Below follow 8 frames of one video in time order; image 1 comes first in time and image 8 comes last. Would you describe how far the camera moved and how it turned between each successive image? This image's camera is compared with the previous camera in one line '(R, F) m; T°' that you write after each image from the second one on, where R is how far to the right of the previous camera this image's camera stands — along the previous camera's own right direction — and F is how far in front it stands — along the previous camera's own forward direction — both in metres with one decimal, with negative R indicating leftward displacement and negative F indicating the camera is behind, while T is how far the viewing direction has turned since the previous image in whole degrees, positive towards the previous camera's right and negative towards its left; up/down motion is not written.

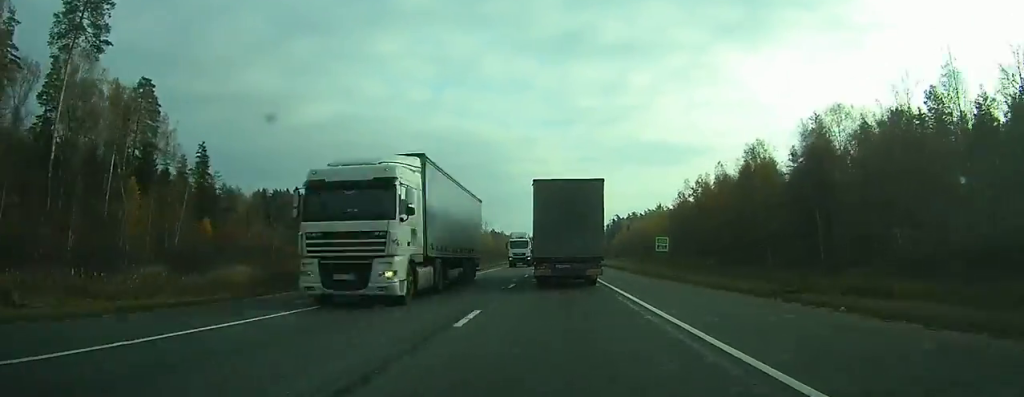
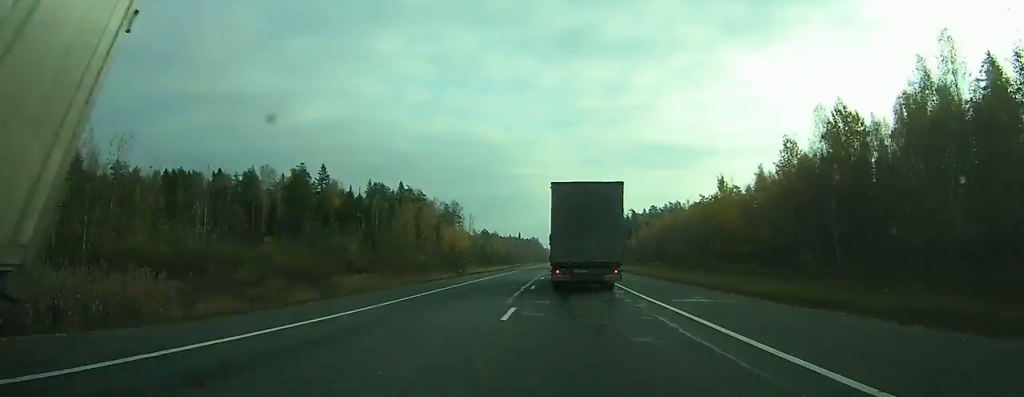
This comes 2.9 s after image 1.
(+0.5, +71.6) m; +1°
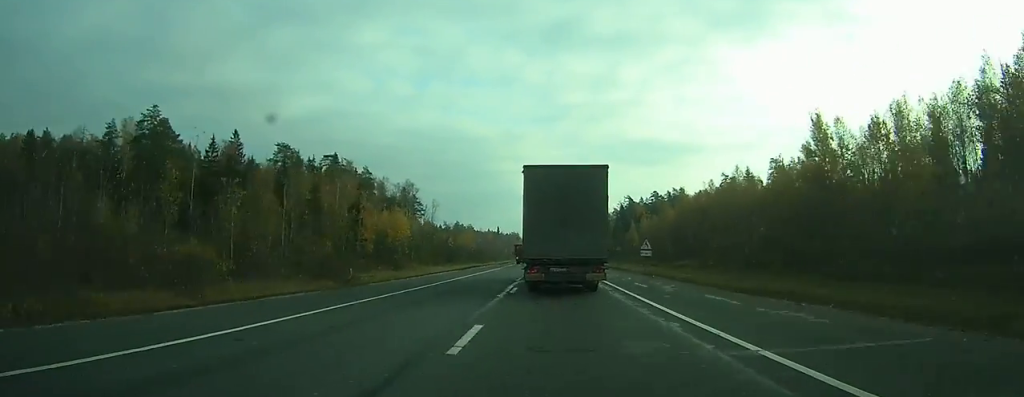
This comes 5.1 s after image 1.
(+0.4, +51.1) m; +1°
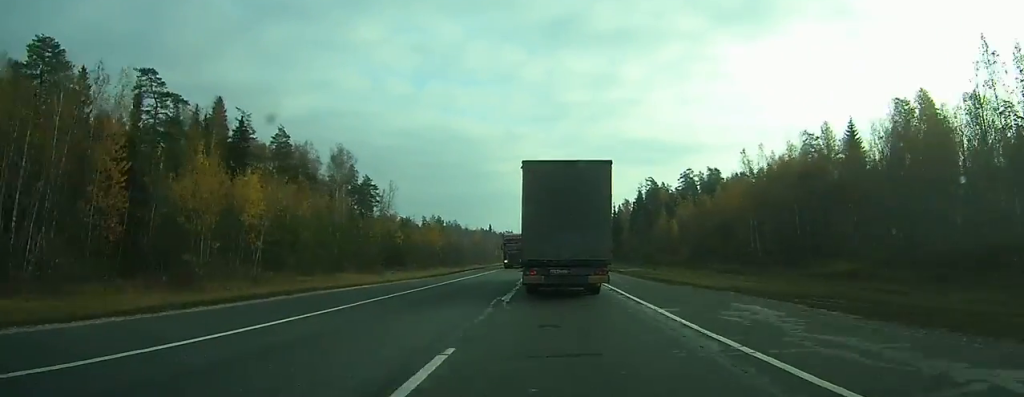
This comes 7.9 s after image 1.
(+0.3, +61.9) m; +1°
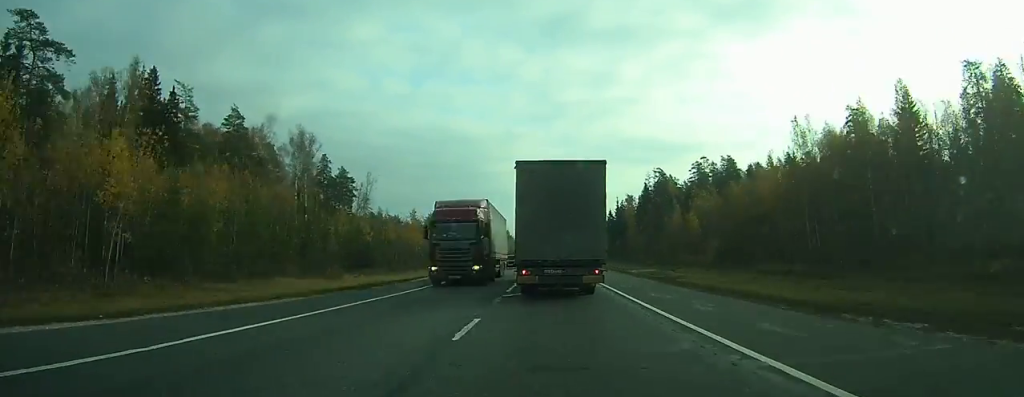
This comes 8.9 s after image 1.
(+0.1, +20.8) m; 0°
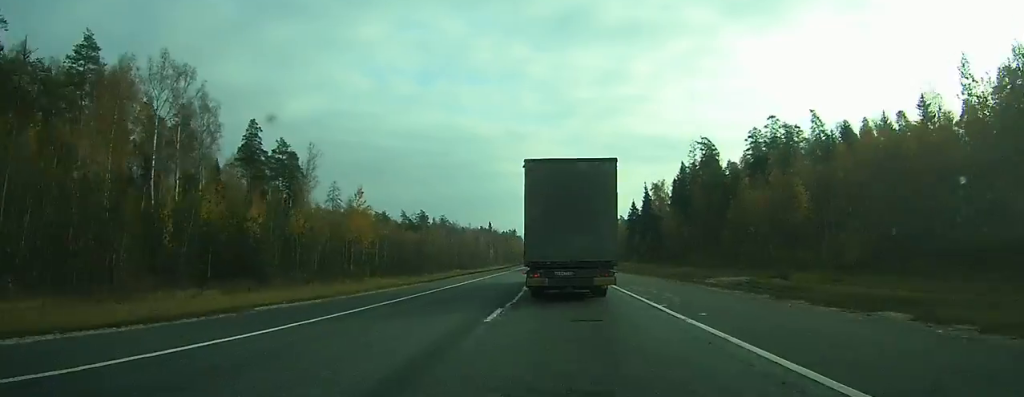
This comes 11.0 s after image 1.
(-0.1, +48.7) m; 0°
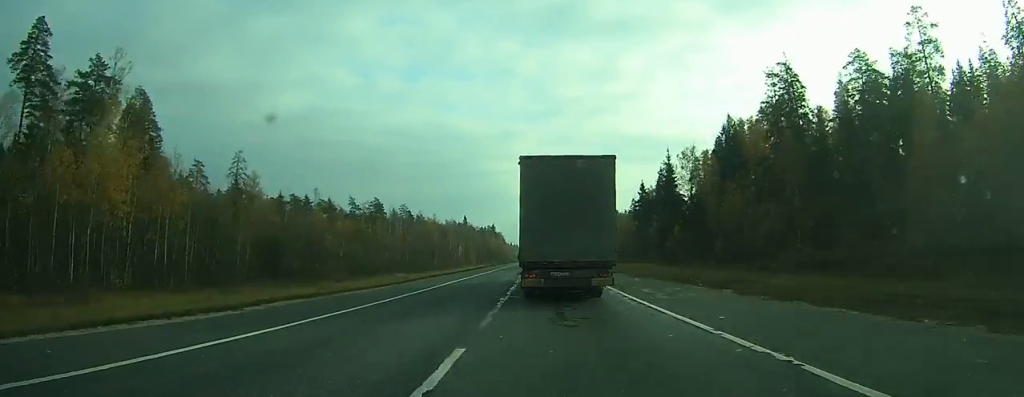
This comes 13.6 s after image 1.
(0.0, +59.3) m; 0°
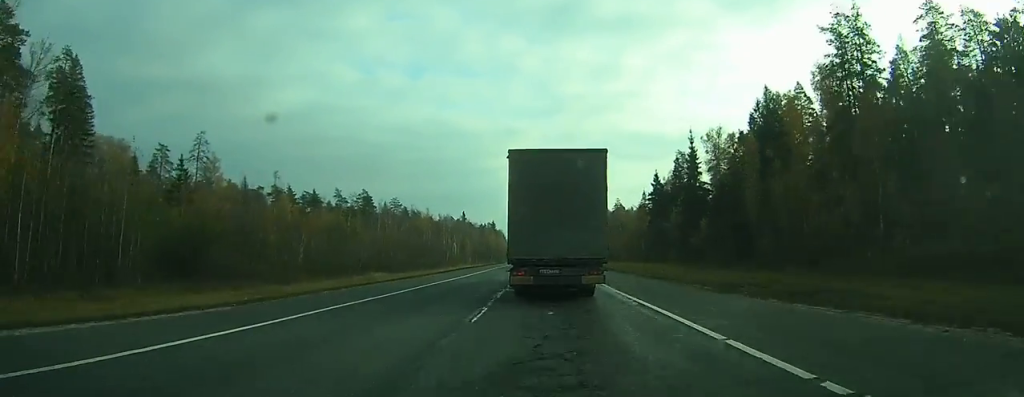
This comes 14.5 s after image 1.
(0.0, +18.7) m; 0°
